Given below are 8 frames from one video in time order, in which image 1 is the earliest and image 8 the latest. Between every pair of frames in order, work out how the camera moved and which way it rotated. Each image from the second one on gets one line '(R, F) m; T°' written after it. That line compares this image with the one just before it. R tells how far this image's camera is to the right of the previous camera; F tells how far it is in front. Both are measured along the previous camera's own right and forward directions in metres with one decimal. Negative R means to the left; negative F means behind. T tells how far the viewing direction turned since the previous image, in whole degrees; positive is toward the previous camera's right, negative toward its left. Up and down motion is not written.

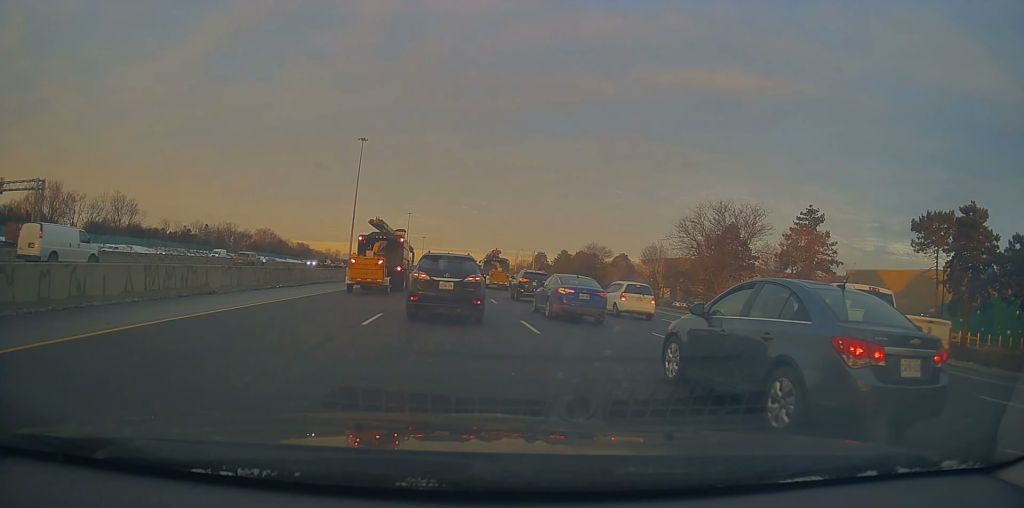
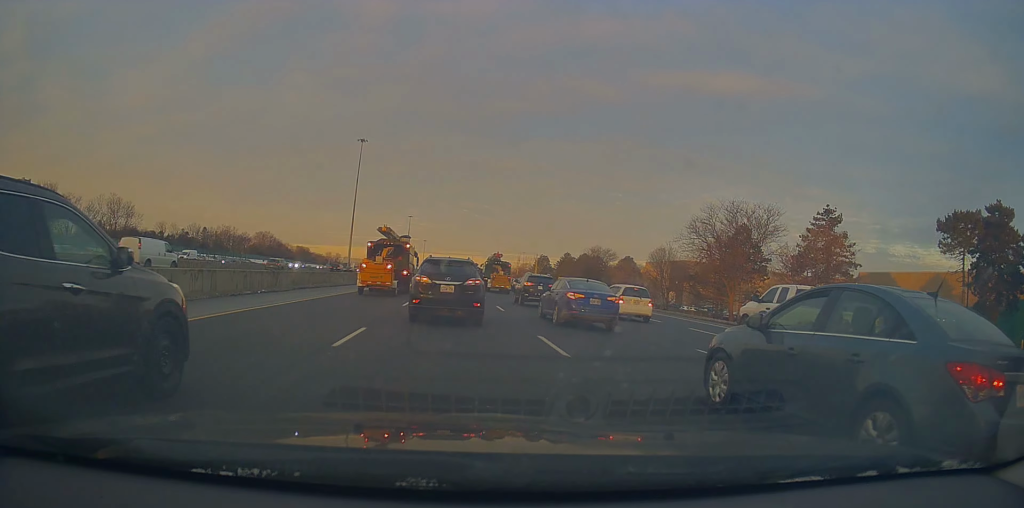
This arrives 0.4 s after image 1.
(+0.1, +3.1) m; +2°
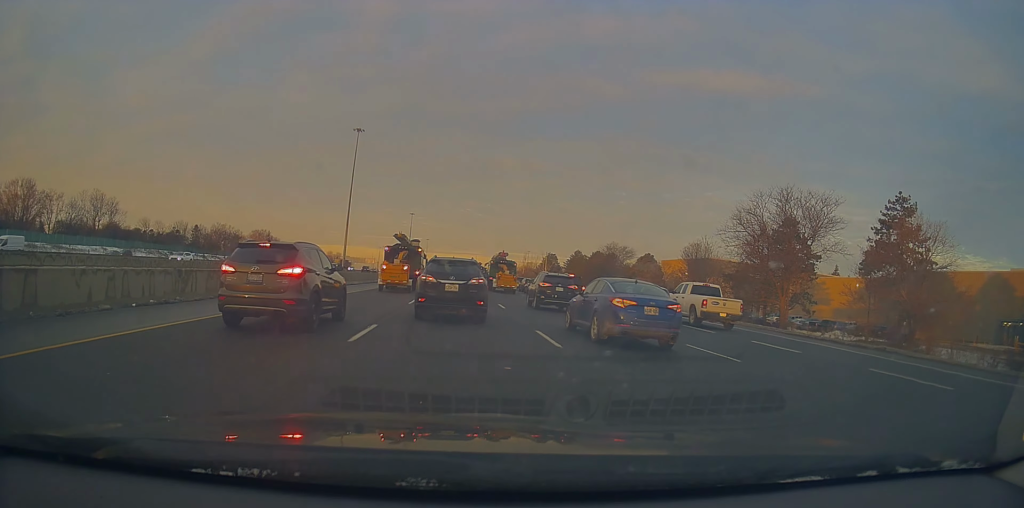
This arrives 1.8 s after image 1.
(+0.4, +10.5) m; 0°
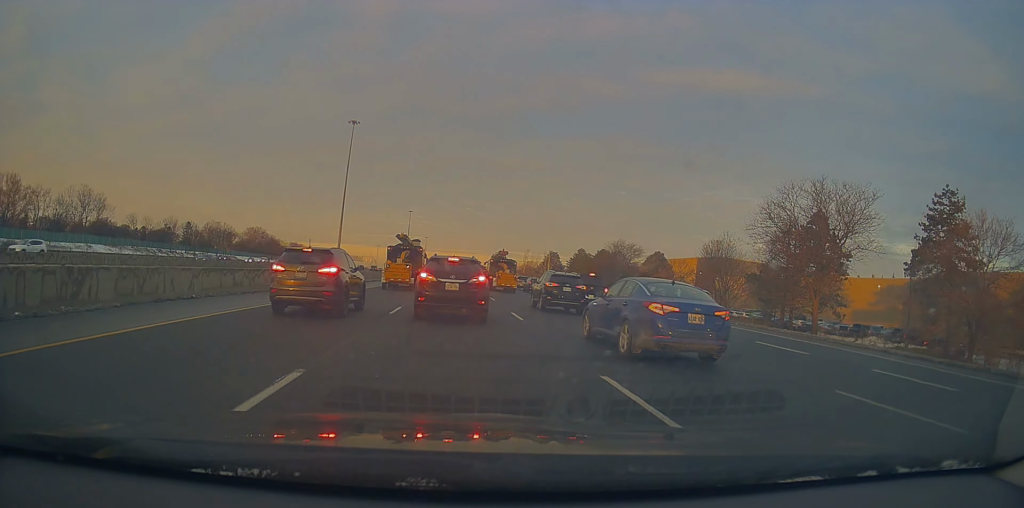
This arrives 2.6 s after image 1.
(-0.3, +5.9) m; +2°
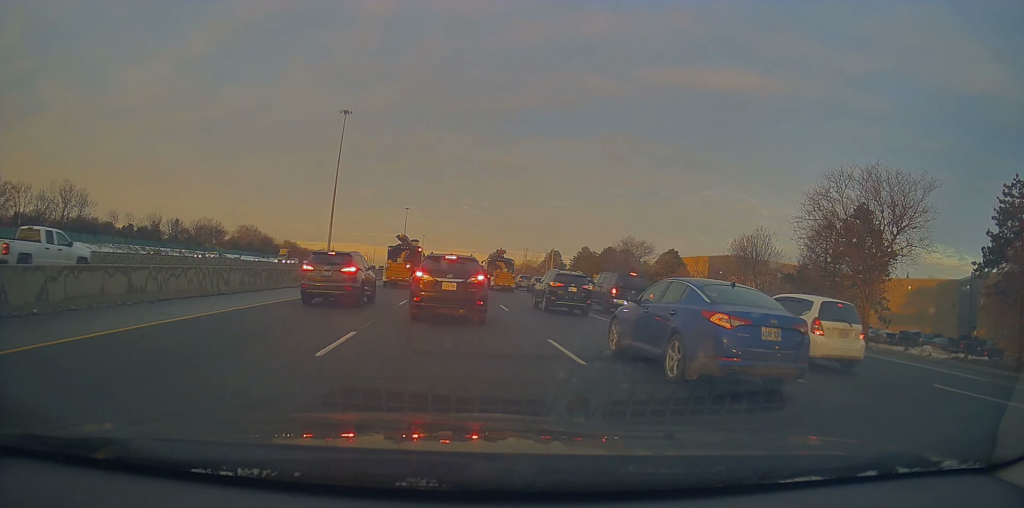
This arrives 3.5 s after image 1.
(+0.4, +8.0) m; +2°
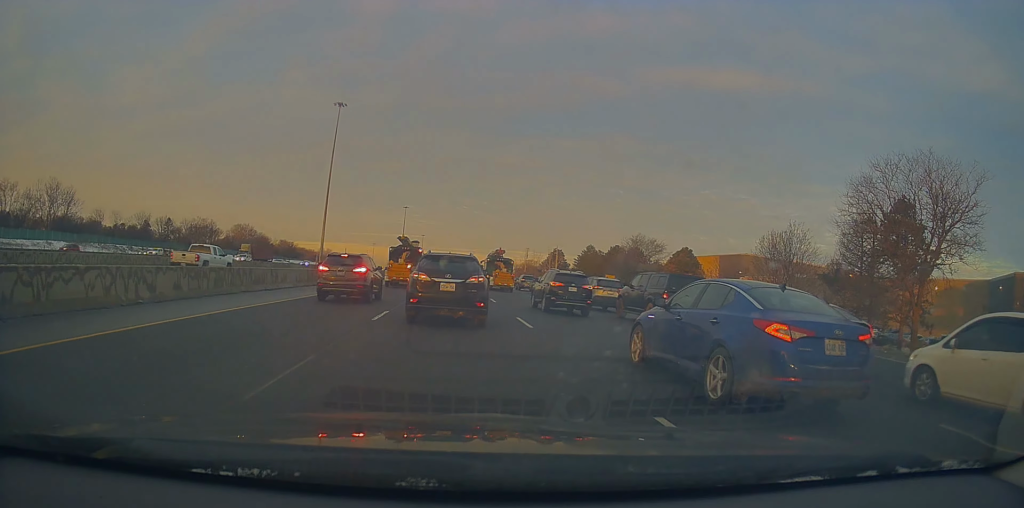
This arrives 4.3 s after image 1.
(+0.1, +6.3) m; -2°
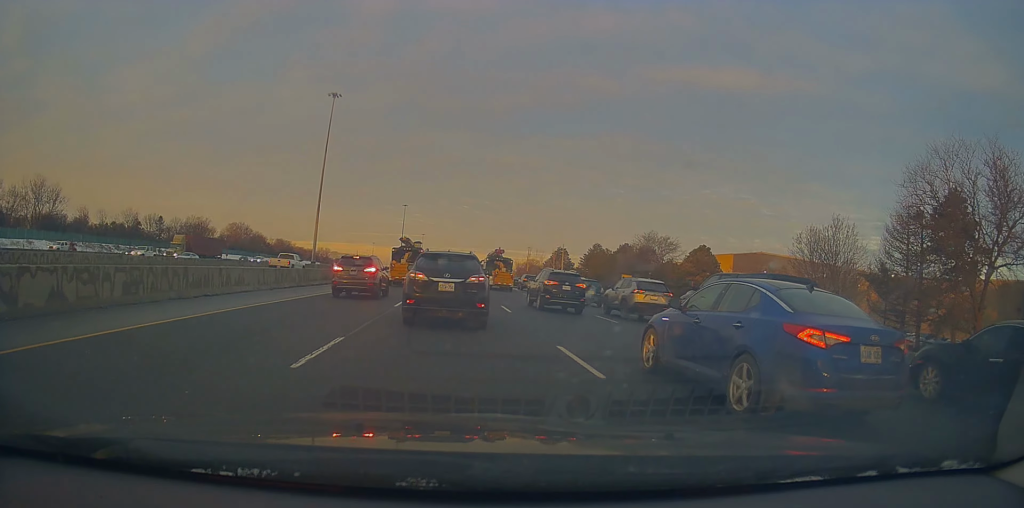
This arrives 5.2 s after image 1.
(-0.6, +7.1) m; -5°
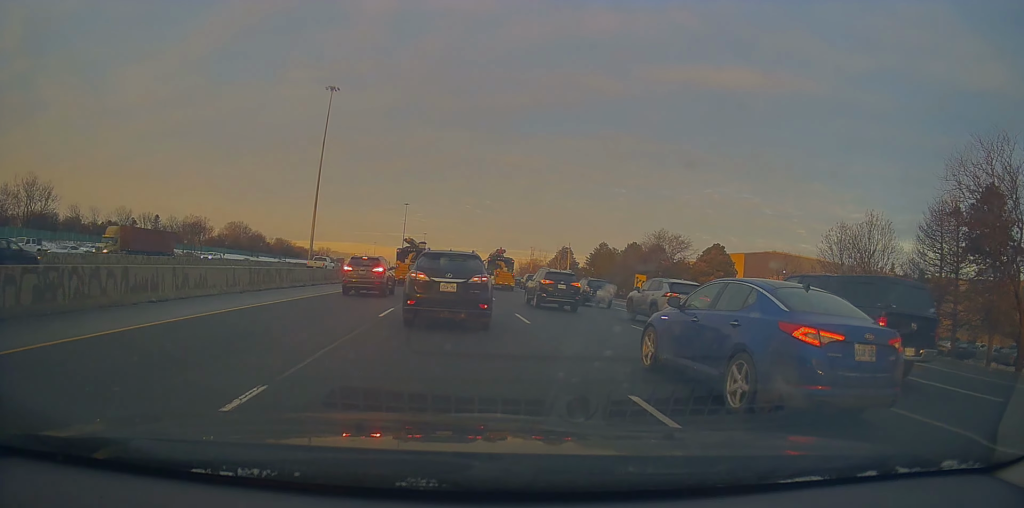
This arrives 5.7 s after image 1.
(0.0, +4.5) m; +2°
